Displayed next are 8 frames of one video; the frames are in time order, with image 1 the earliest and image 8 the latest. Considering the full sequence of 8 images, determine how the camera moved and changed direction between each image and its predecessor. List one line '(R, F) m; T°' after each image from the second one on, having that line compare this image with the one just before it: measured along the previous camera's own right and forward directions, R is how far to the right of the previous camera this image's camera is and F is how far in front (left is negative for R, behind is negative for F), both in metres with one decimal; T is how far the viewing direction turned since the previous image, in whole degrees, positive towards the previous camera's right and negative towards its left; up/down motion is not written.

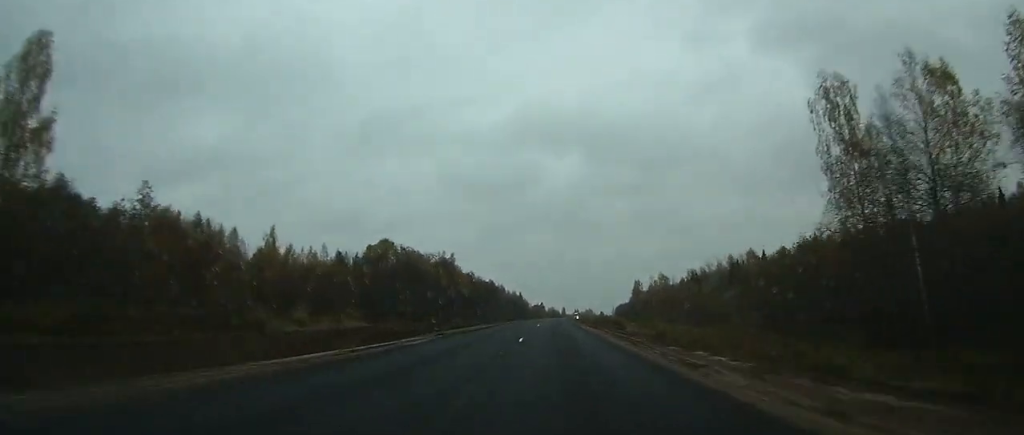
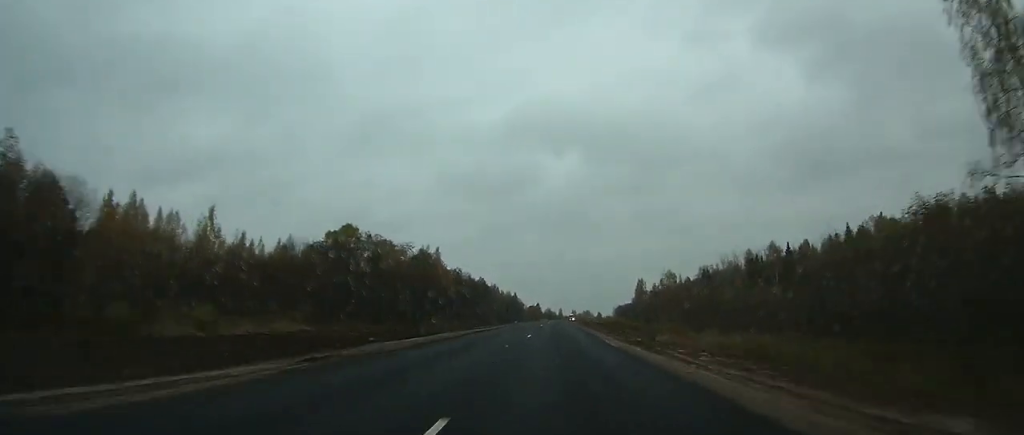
(+0.2, +20.6) m; +1°
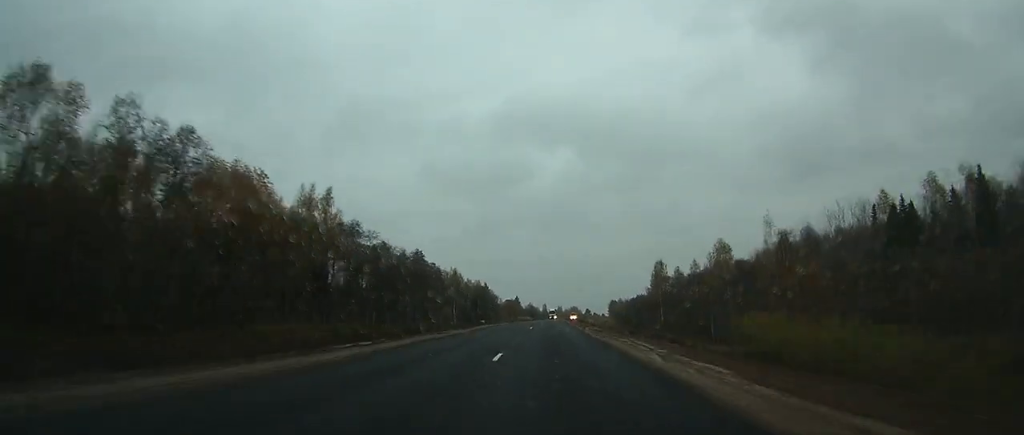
(+0.9, +76.2) m; +1°
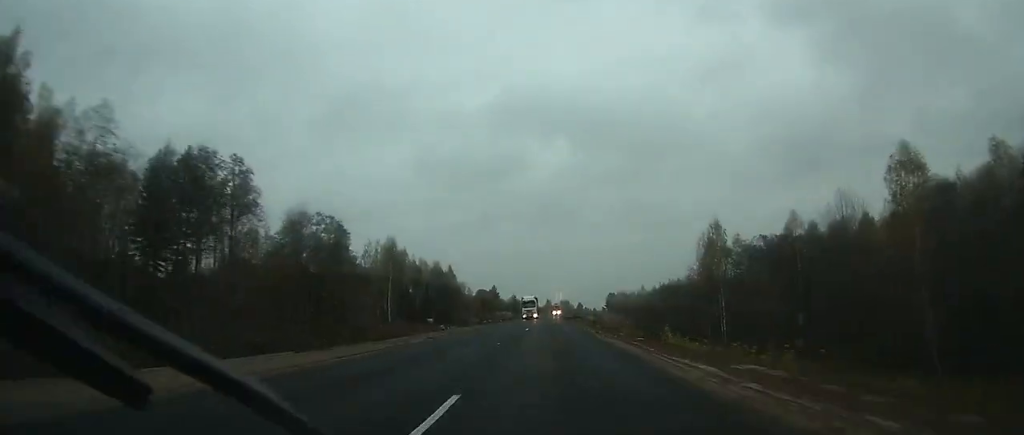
(+0.5, +69.7) m; +1°
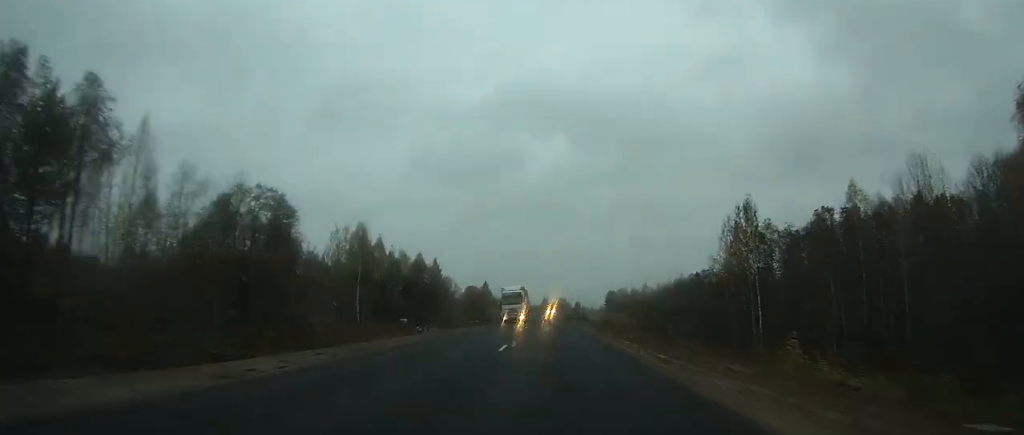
(0.0, +20.6) m; 0°
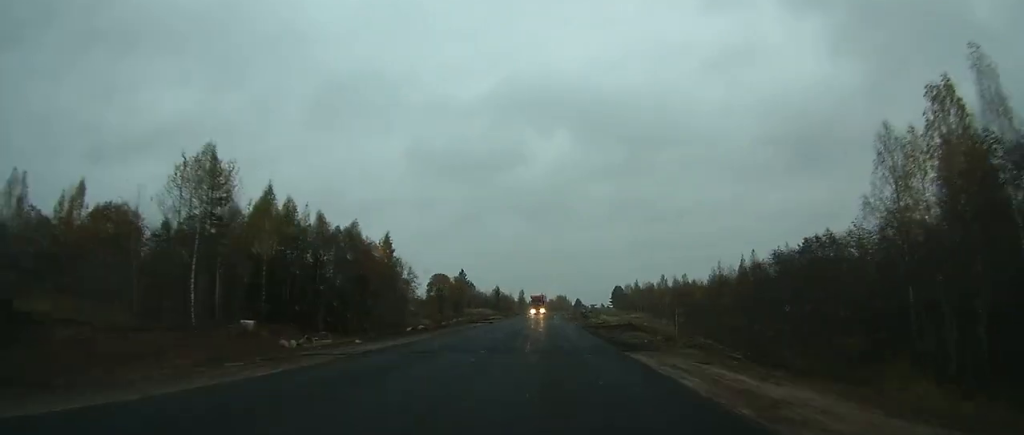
(0.0, +56.0) m; 0°
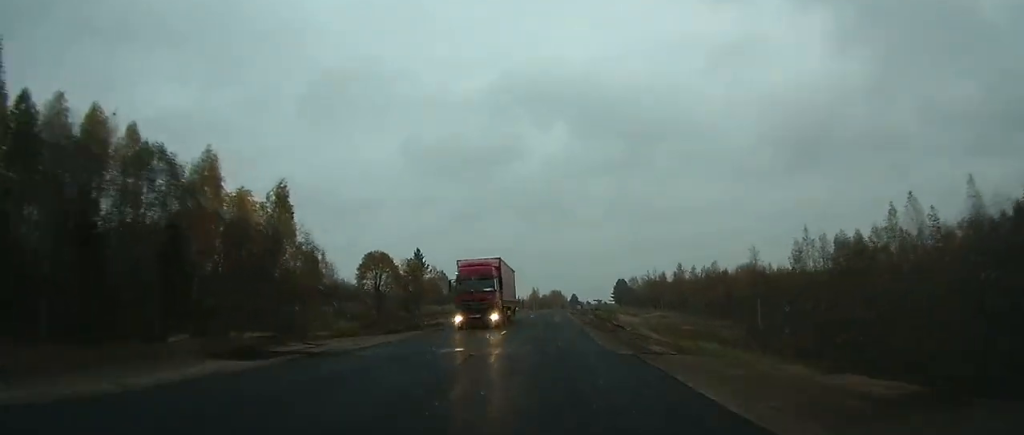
(+0.1, +47.4) m; 0°
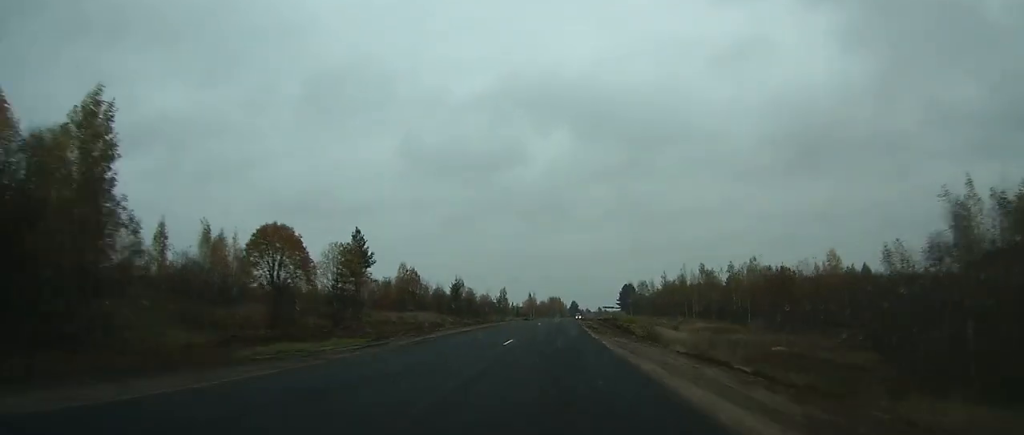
(+0.1, +34.5) m; +1°
